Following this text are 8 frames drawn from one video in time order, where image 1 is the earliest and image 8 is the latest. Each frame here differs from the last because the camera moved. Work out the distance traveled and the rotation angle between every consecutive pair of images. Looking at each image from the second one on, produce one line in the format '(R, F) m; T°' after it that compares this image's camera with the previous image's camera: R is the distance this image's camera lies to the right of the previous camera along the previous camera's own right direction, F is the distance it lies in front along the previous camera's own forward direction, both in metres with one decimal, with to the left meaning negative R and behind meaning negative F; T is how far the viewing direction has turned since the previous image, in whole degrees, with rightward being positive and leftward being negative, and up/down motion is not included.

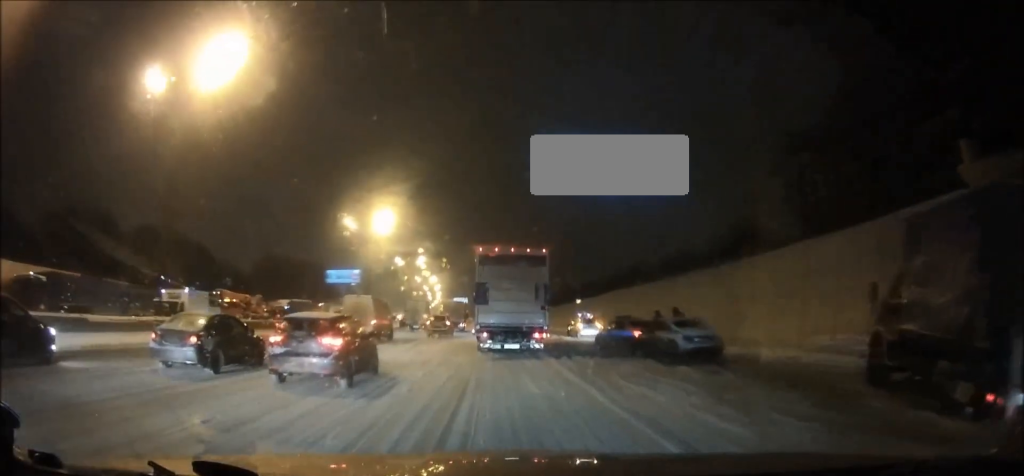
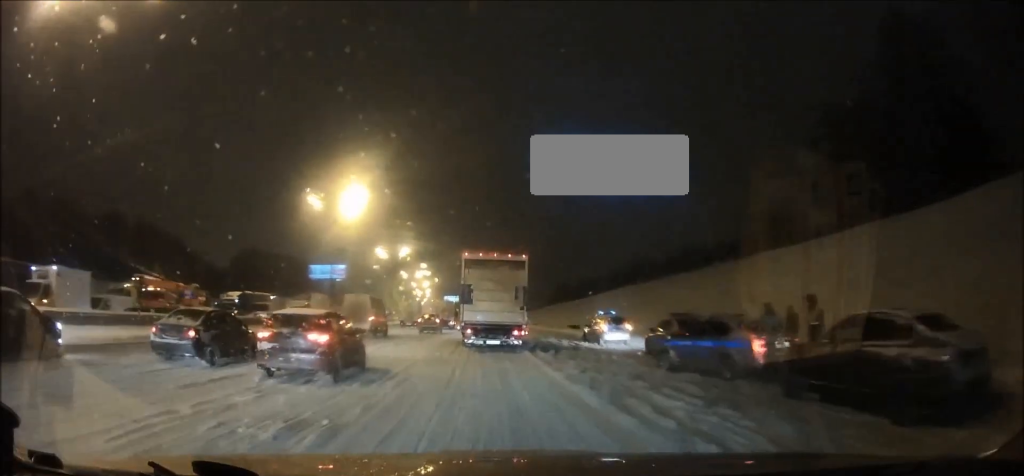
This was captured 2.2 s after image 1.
(+0.8, +10.4) m; +2°
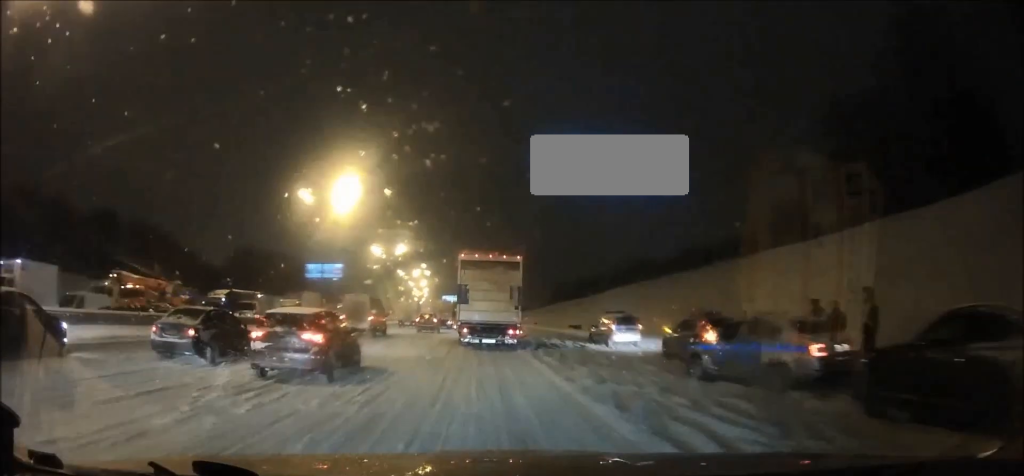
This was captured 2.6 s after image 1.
(-0.1, +2.4) m; -1°
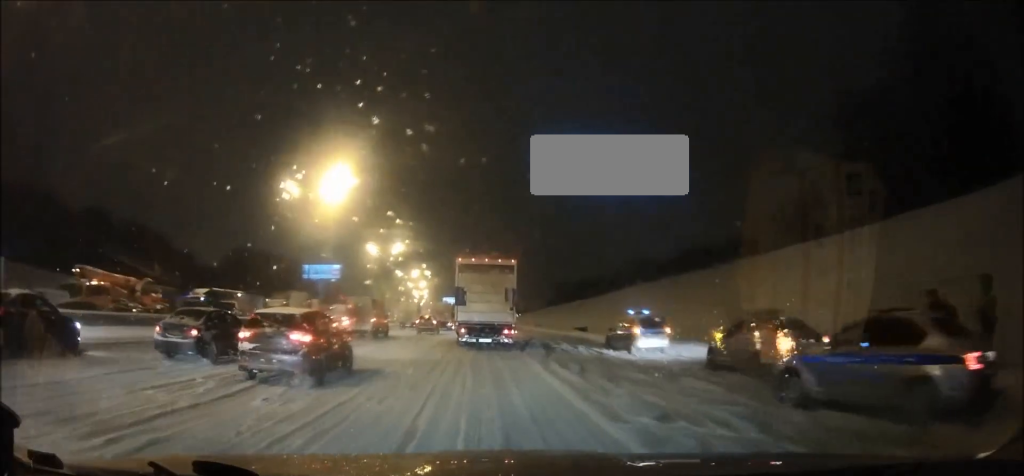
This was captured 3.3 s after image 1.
(-0.1, +4.0) m; -1°
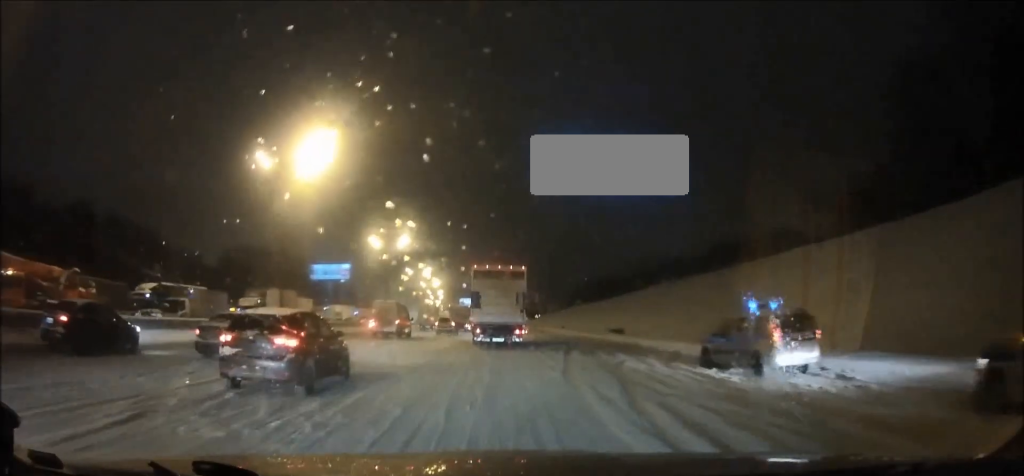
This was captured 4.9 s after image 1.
(+0.2, +10.5) m; +2°
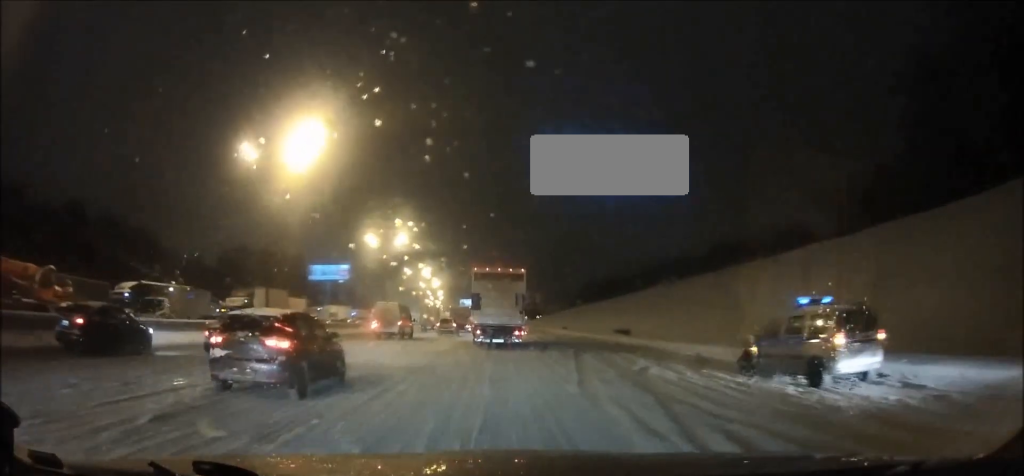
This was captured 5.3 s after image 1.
(0.0, +2.8) m; 0°
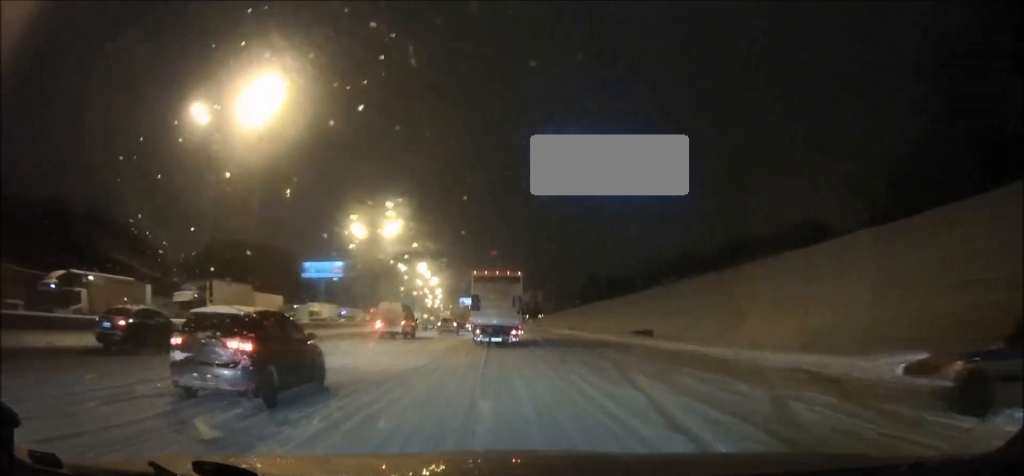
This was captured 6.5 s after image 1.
(-0.2, +8.4) m; -2°
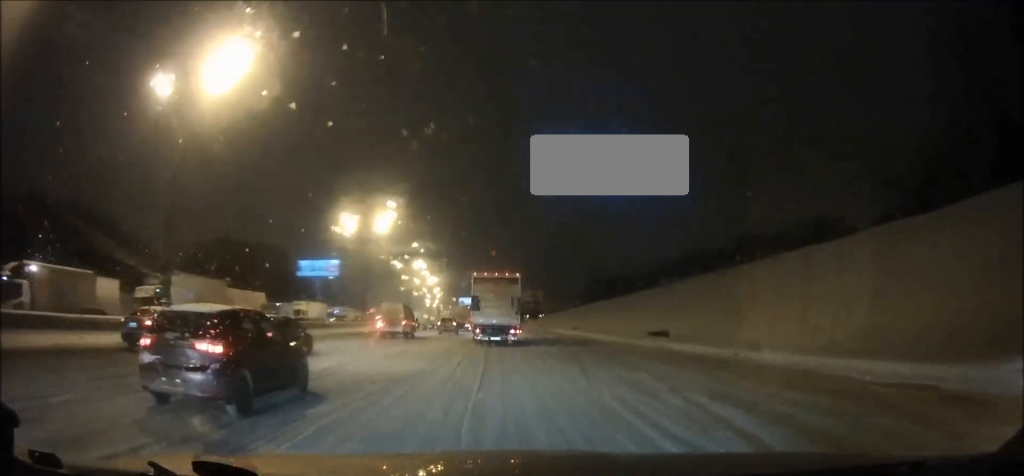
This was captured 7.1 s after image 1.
(-0.1, +4.9) m; 0°
